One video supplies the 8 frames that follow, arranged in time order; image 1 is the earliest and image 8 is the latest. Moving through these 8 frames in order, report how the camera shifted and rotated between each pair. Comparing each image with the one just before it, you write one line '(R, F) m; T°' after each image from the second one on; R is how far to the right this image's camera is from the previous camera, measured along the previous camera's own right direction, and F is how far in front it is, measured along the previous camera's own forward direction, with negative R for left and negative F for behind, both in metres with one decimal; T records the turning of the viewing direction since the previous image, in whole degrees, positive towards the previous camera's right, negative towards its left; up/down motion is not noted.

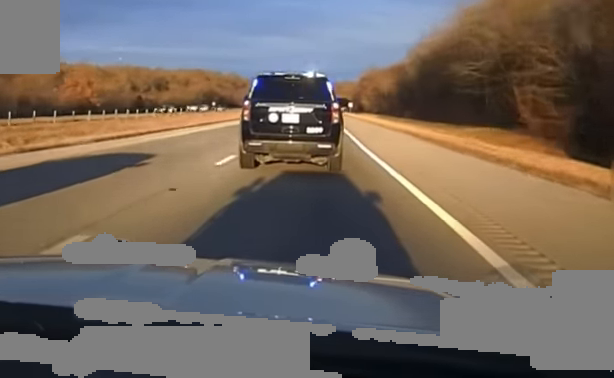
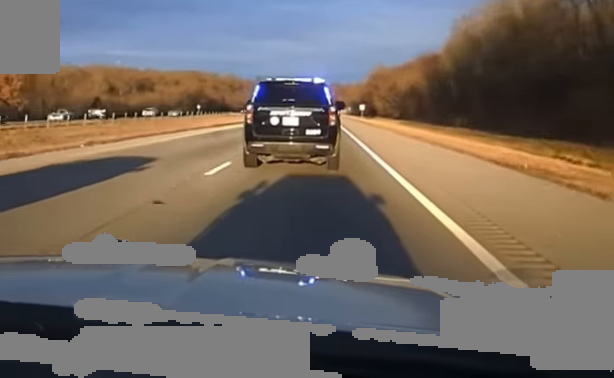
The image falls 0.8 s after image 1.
(+0.1, +40.5) m; 0°
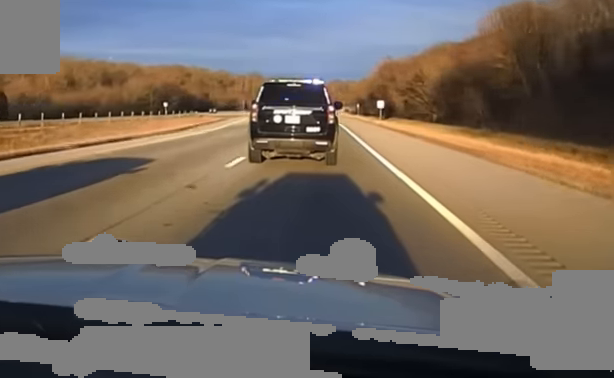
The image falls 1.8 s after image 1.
(-0.1, +50.0) m; 0°
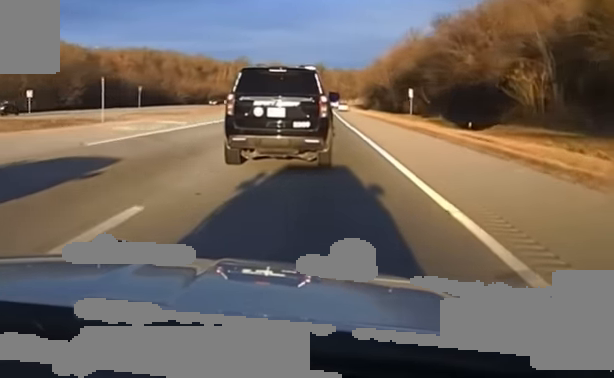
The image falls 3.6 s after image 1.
(0.0, +85.4) m; 0°
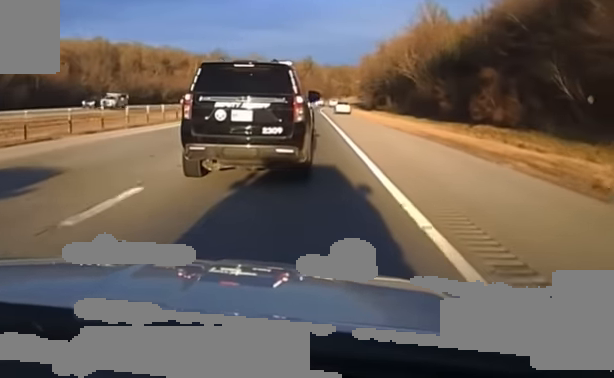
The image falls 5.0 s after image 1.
(+0.1, +63.0) m; 0°
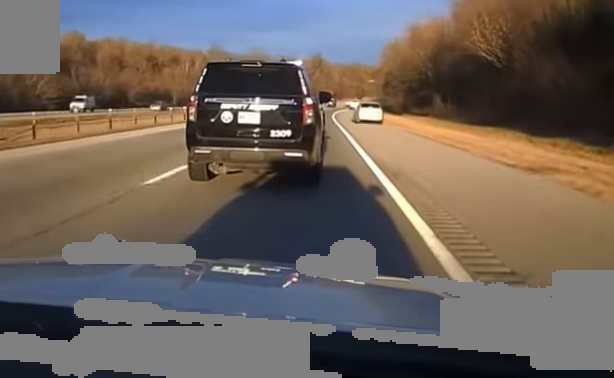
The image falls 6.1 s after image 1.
(+0.2, +47.5) m; 0°
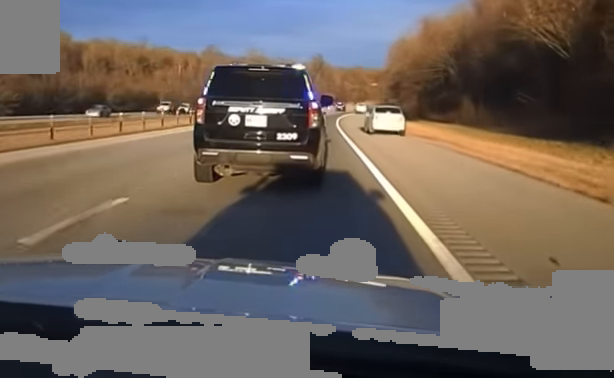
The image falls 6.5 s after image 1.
(-0.1, +17.6) m; 0°
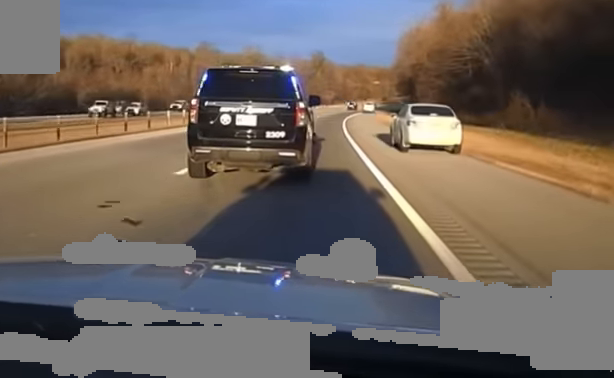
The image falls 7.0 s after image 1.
(-0.2, +18.6) m; 0°
